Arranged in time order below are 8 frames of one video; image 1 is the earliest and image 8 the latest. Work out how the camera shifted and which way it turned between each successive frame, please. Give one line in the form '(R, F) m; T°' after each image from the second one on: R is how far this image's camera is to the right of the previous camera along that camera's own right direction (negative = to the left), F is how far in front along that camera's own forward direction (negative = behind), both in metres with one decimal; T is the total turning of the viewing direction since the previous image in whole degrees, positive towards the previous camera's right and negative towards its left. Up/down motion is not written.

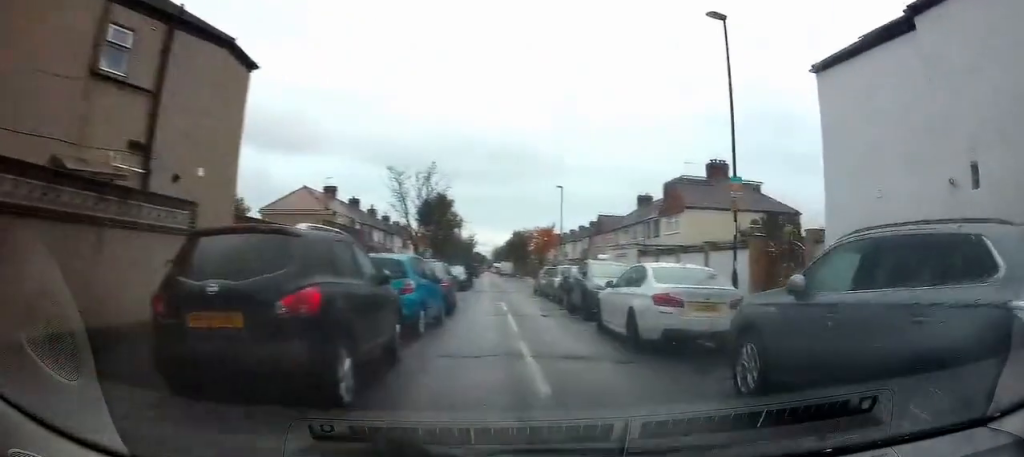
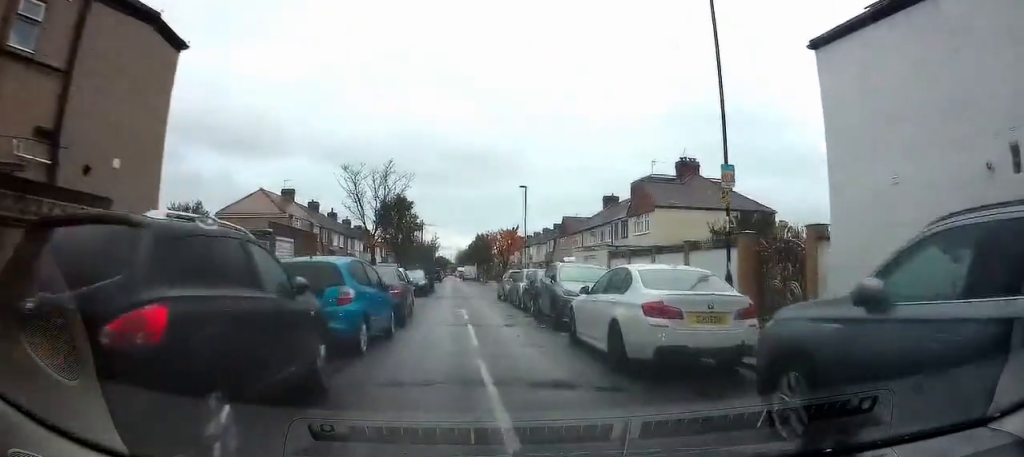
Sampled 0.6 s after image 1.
(+0.2, +1.7) m; +6°
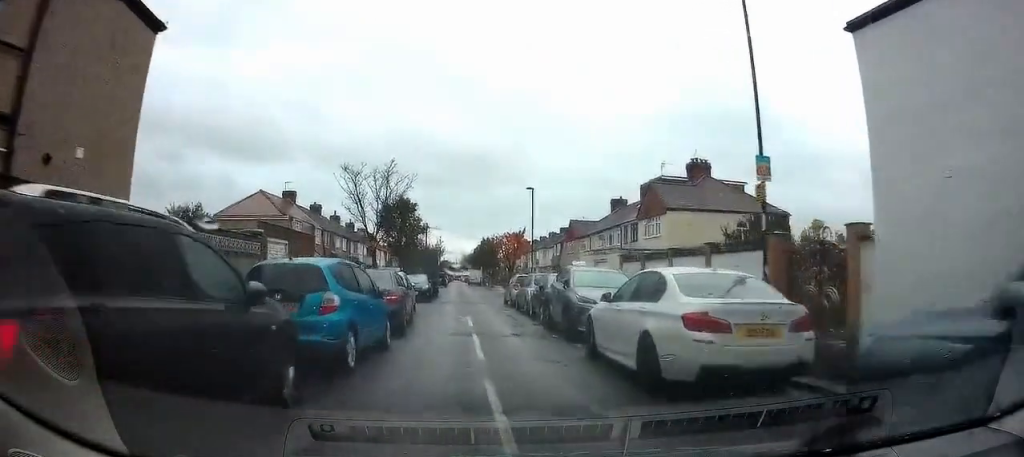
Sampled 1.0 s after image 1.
(0.0, +1.2) m; +1°
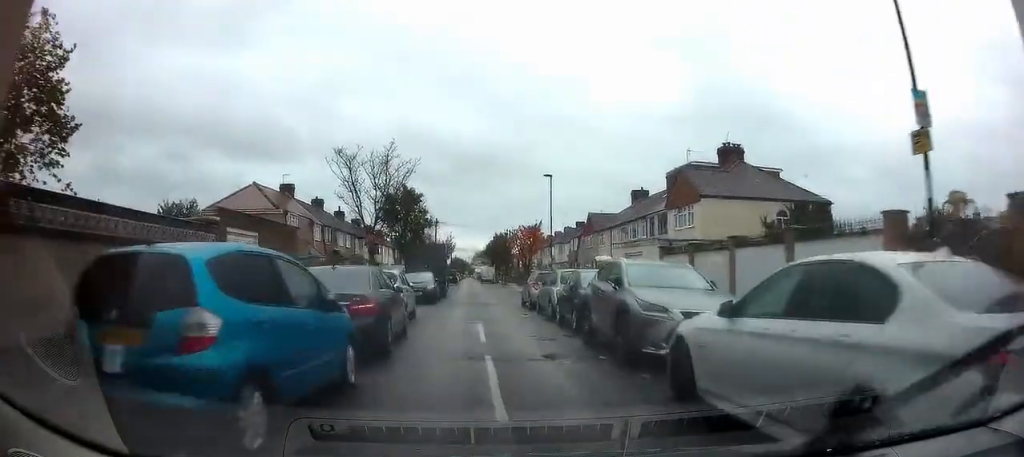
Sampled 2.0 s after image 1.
(+0.1, +3.6) m; -1°
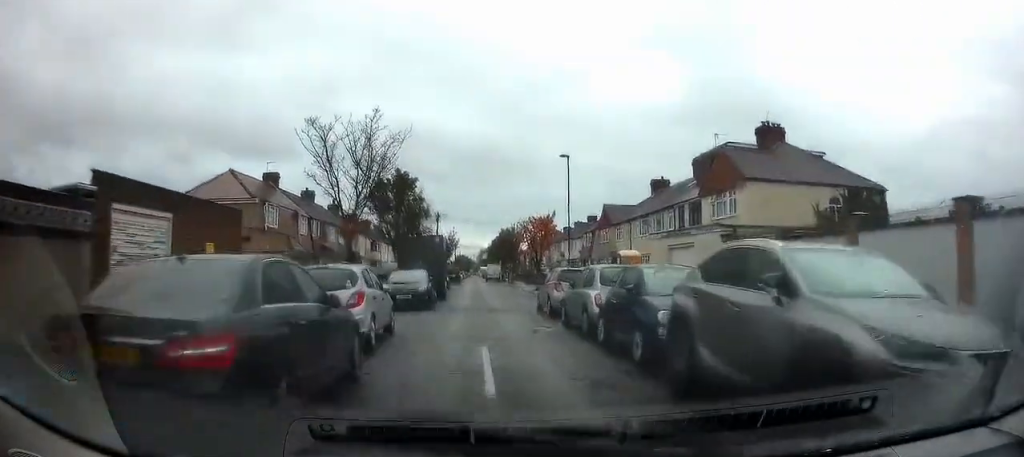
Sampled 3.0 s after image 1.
(-0.2, +4.6) m; -2°
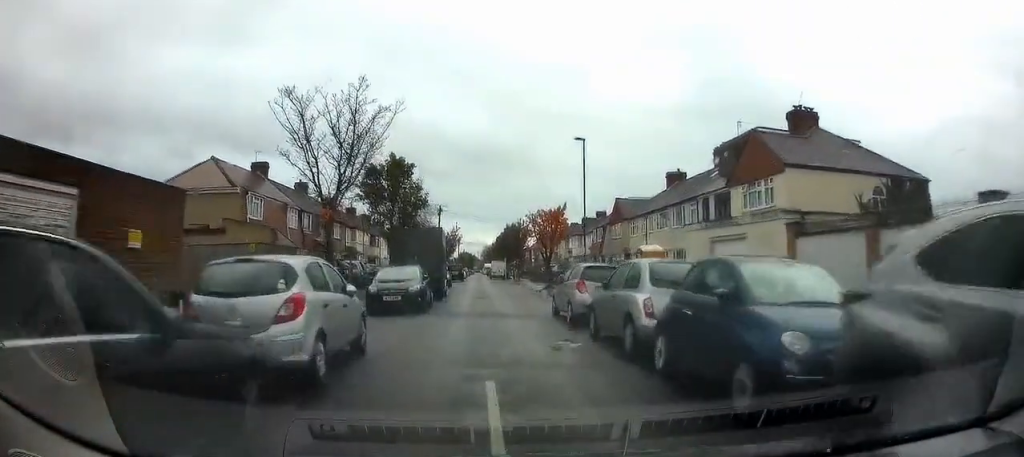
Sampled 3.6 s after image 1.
(0.0, +3.1) m; 0°
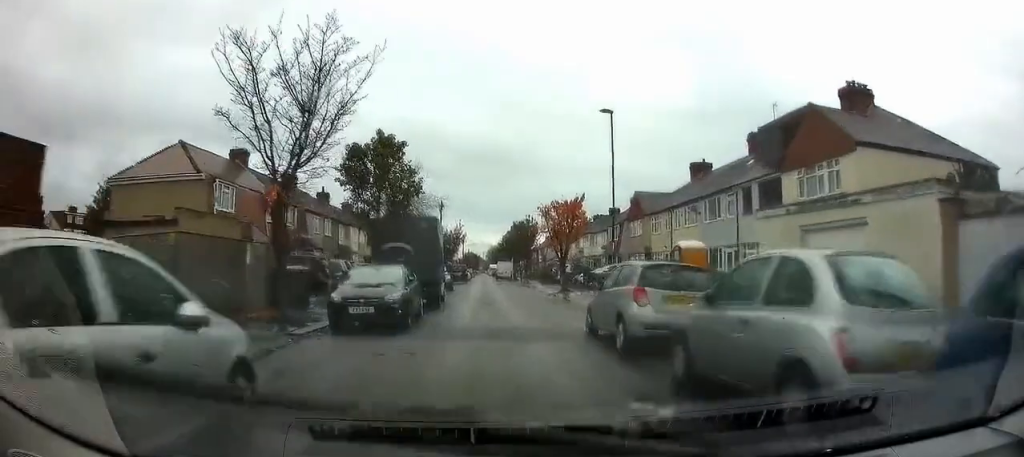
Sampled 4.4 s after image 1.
(+0.1, +4.5) m; +1°
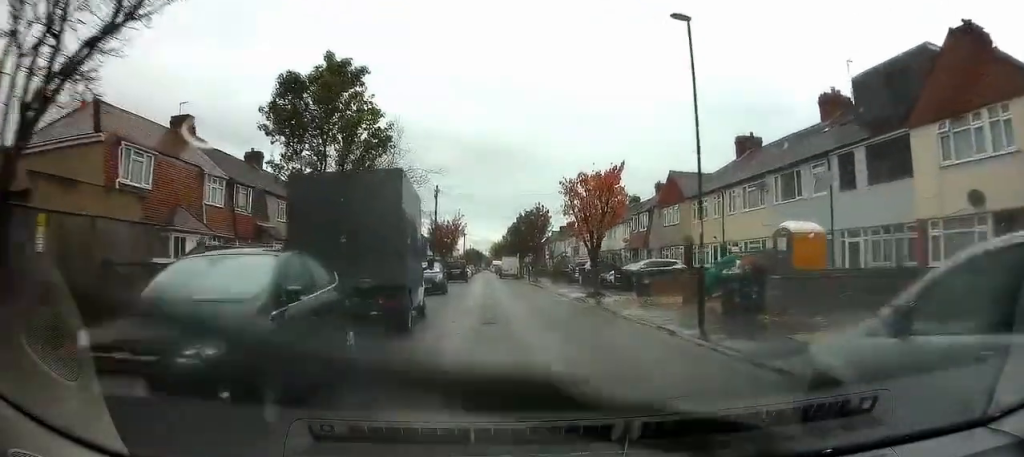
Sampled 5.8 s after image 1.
(0.0, +8.5) m; 0°
